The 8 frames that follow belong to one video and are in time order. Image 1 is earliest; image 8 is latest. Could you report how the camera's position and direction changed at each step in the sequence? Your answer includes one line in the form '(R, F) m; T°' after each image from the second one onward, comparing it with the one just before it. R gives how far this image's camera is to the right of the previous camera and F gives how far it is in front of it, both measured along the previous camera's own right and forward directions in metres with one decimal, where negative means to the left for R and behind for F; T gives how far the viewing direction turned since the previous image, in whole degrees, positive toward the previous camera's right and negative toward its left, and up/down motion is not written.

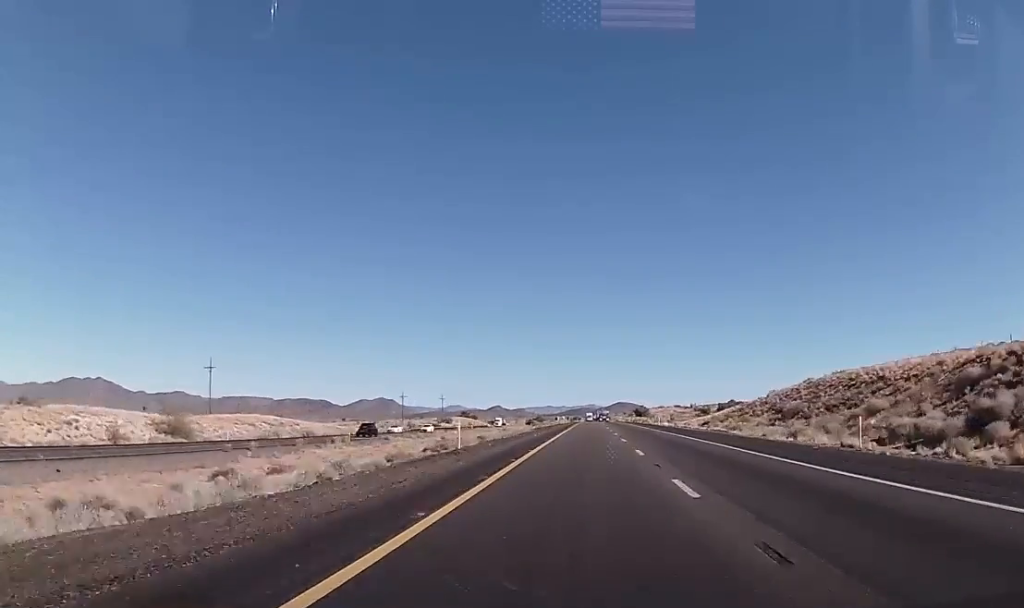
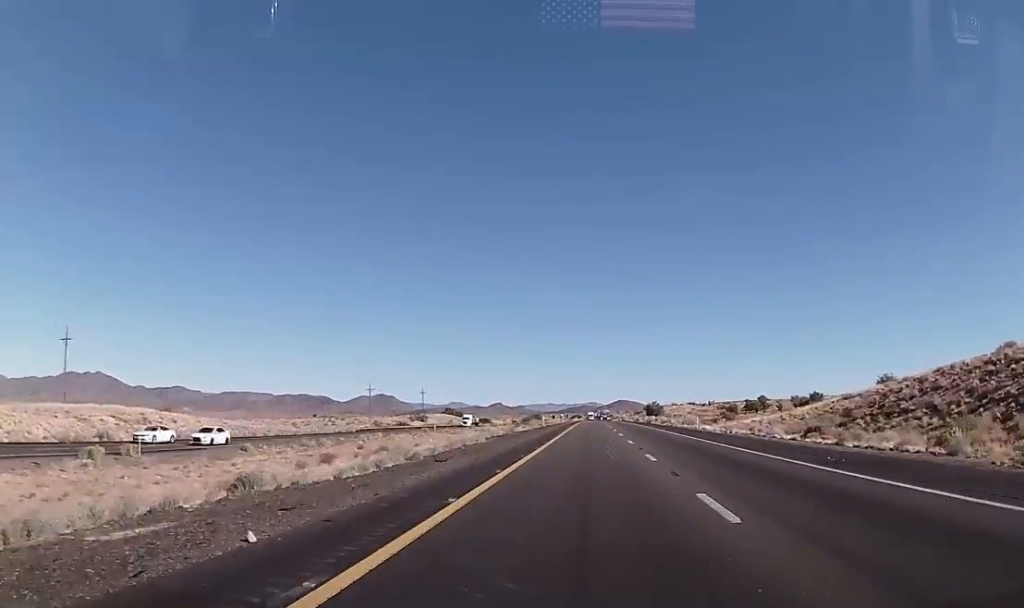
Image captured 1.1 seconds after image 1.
(0.0, +40.5) m; 0°
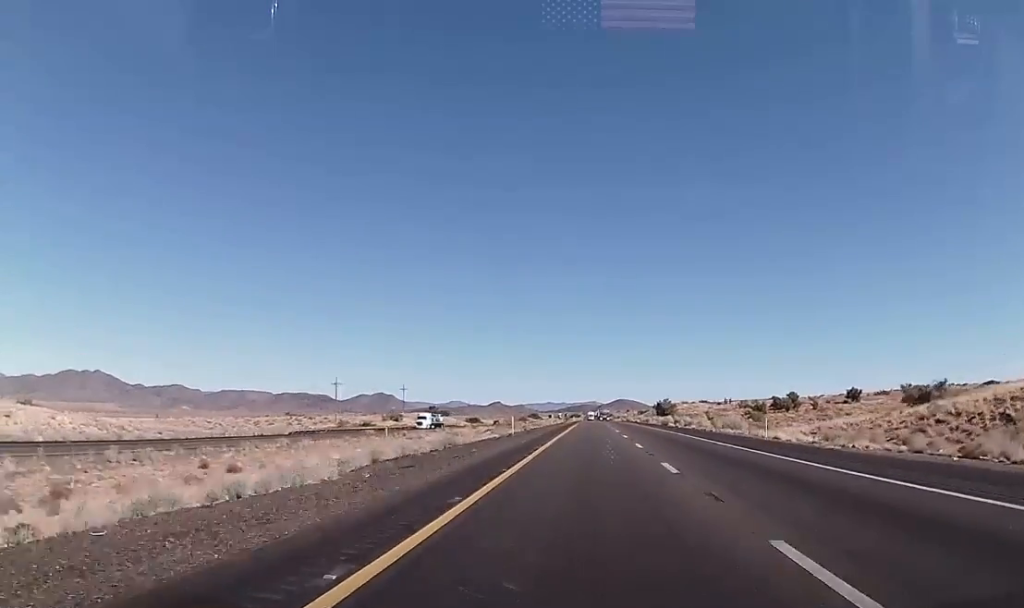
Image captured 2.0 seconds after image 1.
(0.0, +29.9) m; 0°
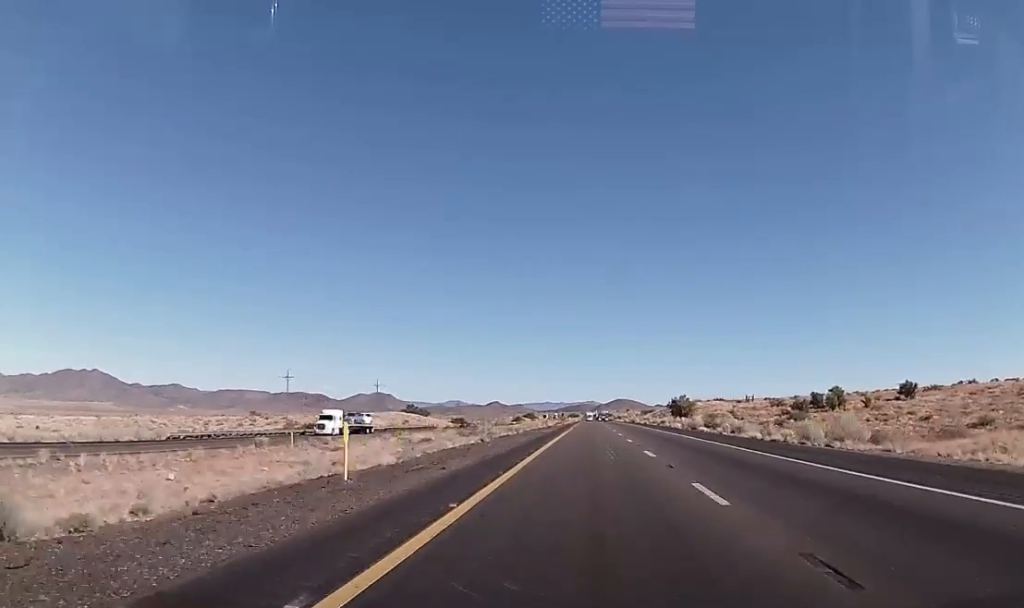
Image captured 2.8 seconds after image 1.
(0.0, +31.0) m; +1°
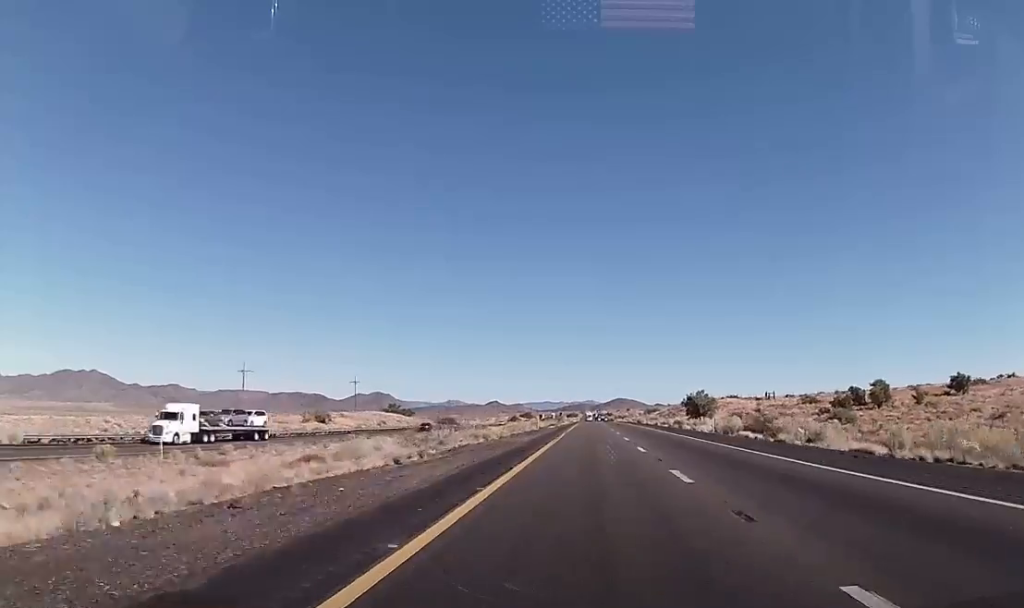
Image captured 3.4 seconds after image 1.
(+0.4, +21.5) m; 0°
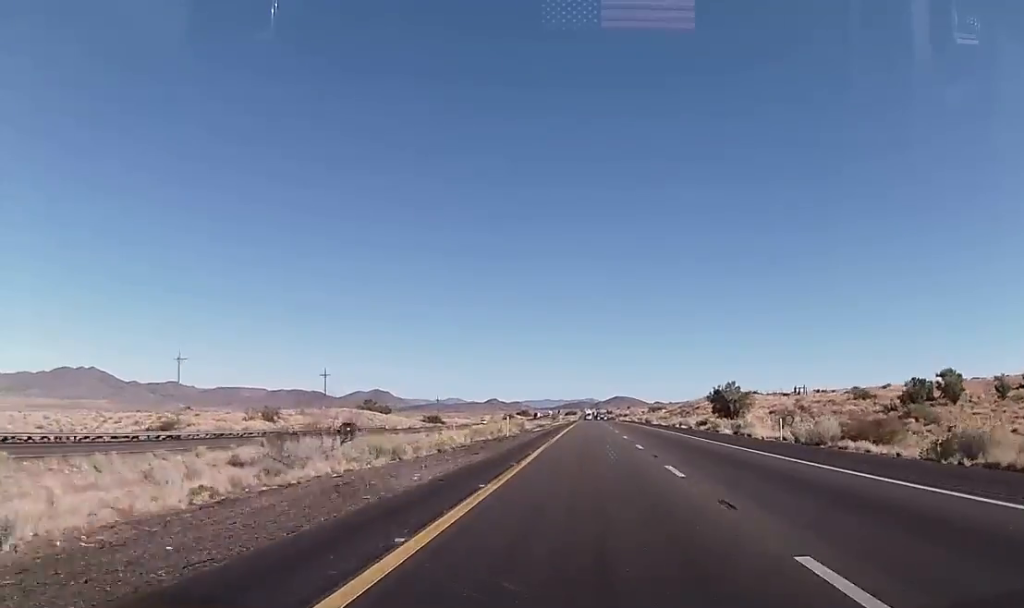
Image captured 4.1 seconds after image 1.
(-0.3, +23.8) m; 0°
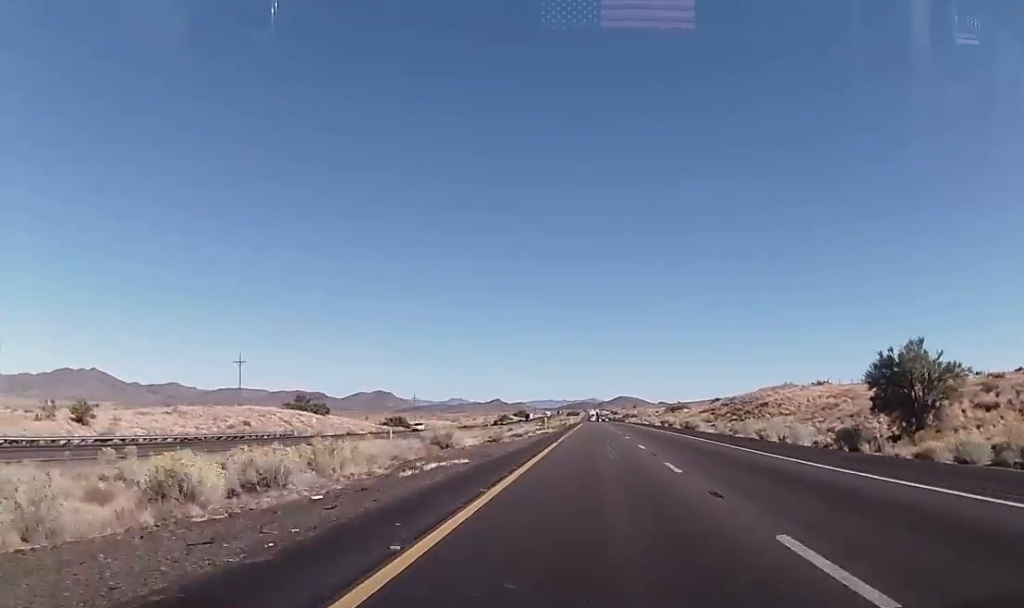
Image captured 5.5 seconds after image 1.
(+0.2, +48.8) m; +1°
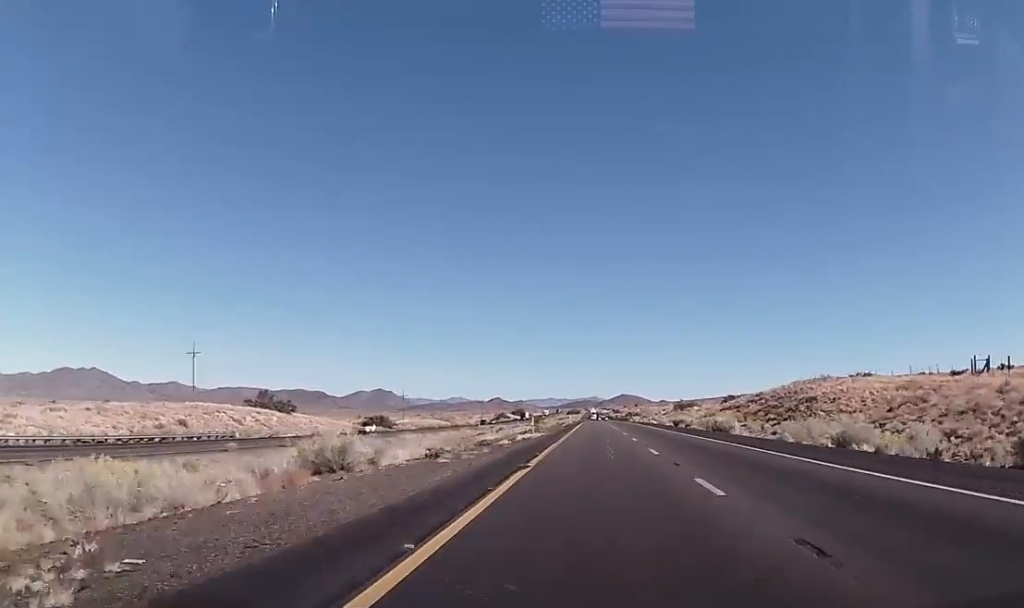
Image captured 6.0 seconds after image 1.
(0.0, +17.9) m; 0°
